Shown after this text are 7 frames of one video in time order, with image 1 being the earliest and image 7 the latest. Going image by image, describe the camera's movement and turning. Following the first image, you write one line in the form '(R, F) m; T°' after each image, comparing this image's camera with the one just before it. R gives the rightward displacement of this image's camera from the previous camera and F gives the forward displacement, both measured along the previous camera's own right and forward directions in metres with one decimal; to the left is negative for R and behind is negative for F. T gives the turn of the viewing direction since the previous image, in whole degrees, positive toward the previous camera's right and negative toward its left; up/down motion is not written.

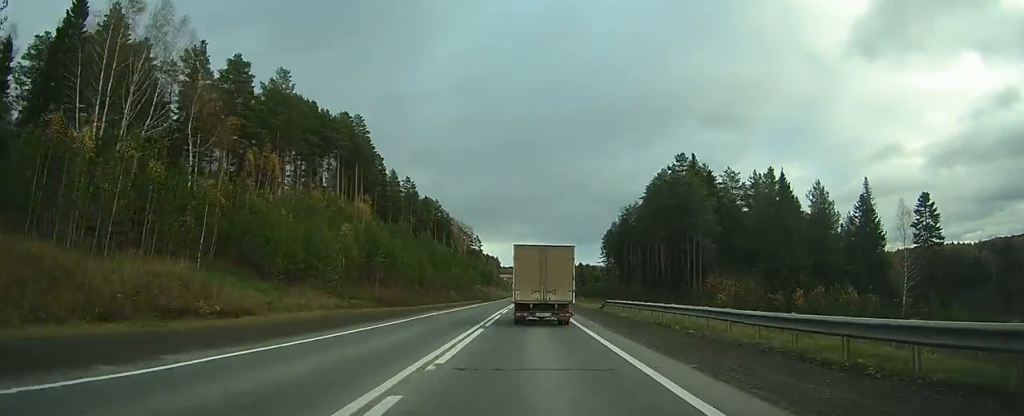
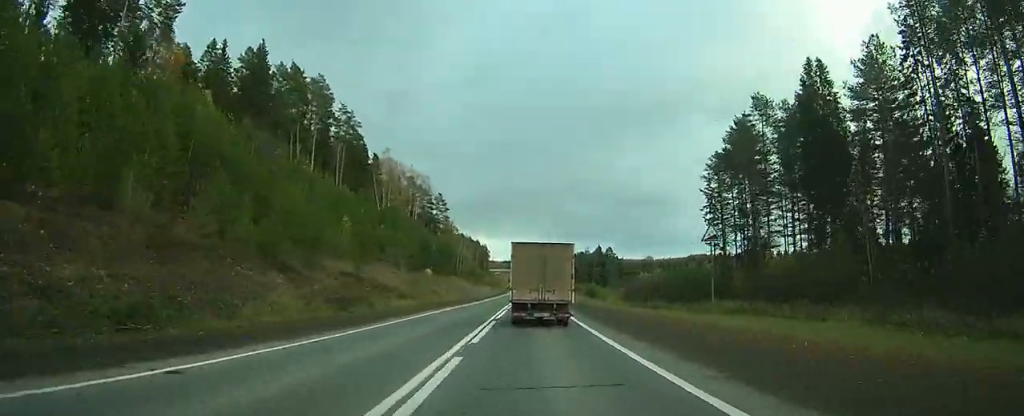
(+23.0, +124.9) m; +54°
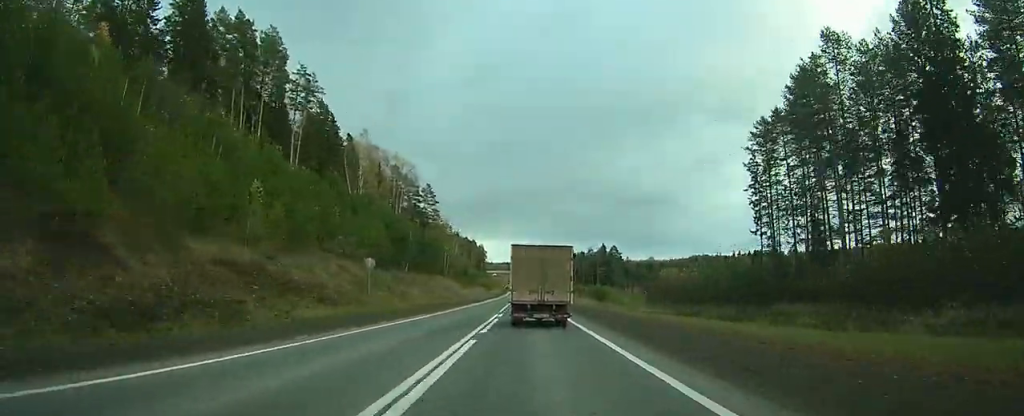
(+0.3, +14.7) m; -5°
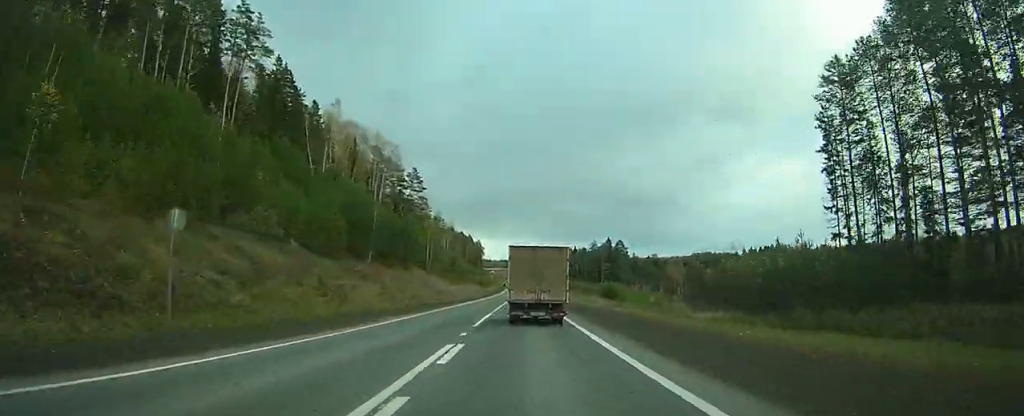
(+1.1, +14.3) m; -11°
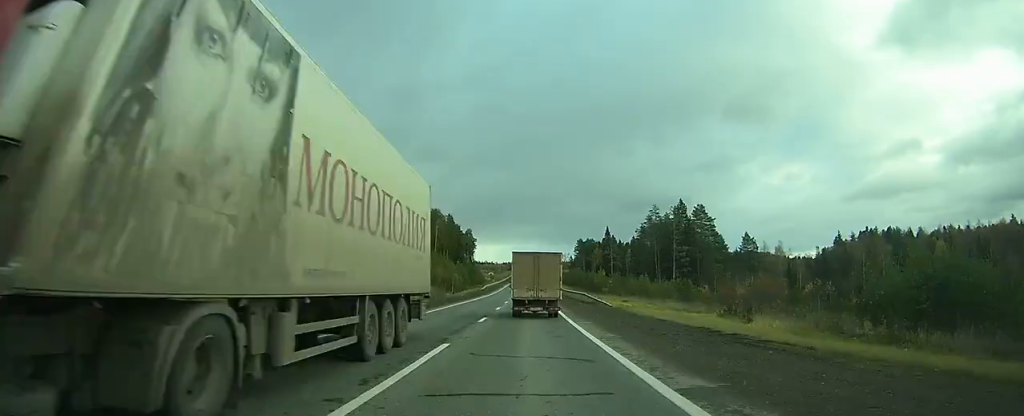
(-34.2, +89.8) m; -24°
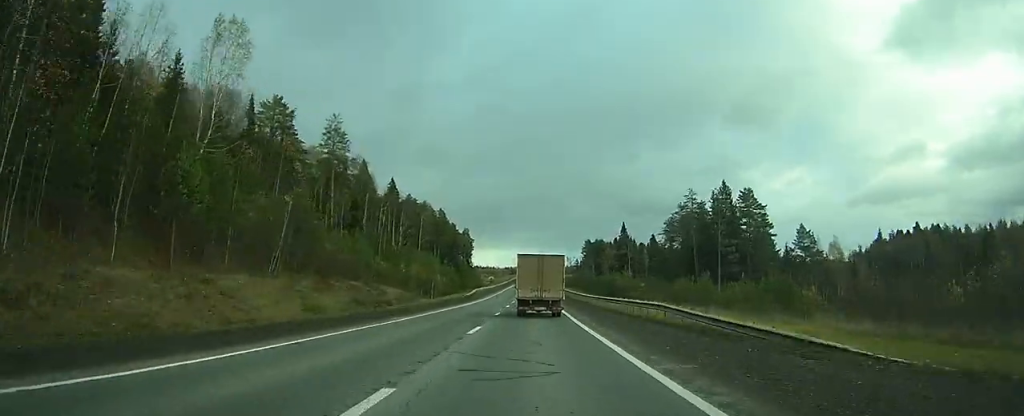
(0.0, +29.2) m; 0°
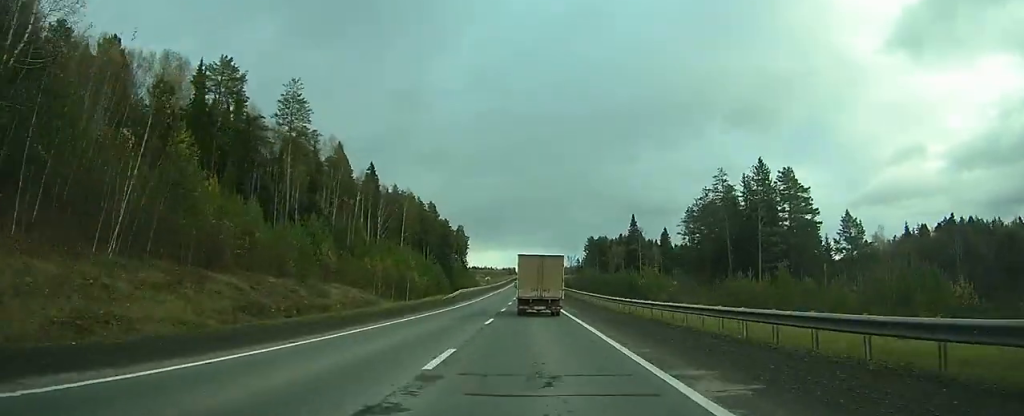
(0.0, +18.7) m; 0°
